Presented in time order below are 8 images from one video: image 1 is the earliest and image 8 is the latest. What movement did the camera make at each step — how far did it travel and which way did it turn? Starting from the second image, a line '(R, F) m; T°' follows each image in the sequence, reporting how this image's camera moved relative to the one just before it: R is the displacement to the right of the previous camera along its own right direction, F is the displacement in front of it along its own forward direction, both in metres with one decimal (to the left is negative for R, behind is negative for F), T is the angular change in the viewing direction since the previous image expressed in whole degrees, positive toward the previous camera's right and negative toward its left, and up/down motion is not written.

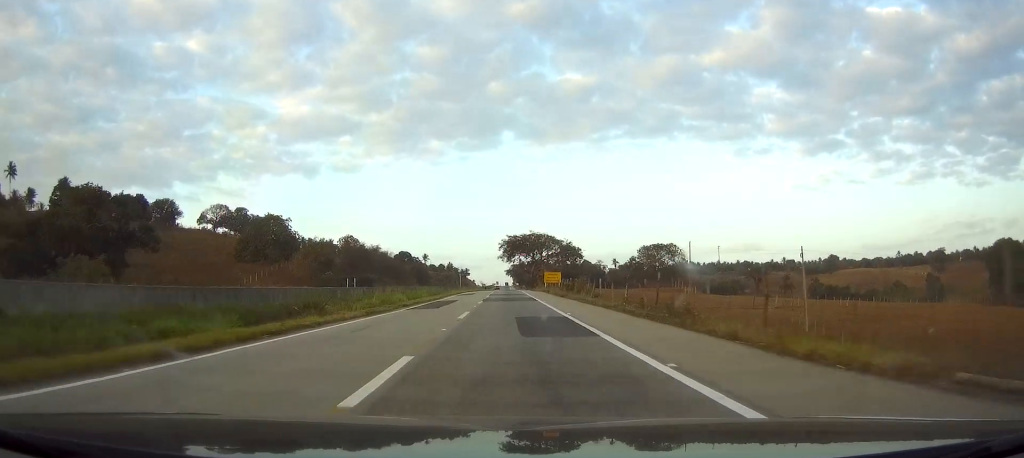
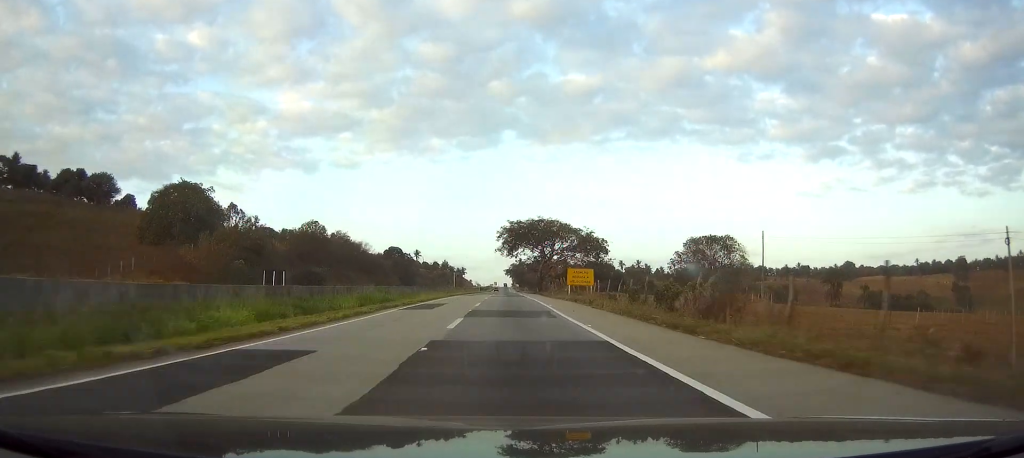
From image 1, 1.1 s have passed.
(0.0, +37.2) m; 0°
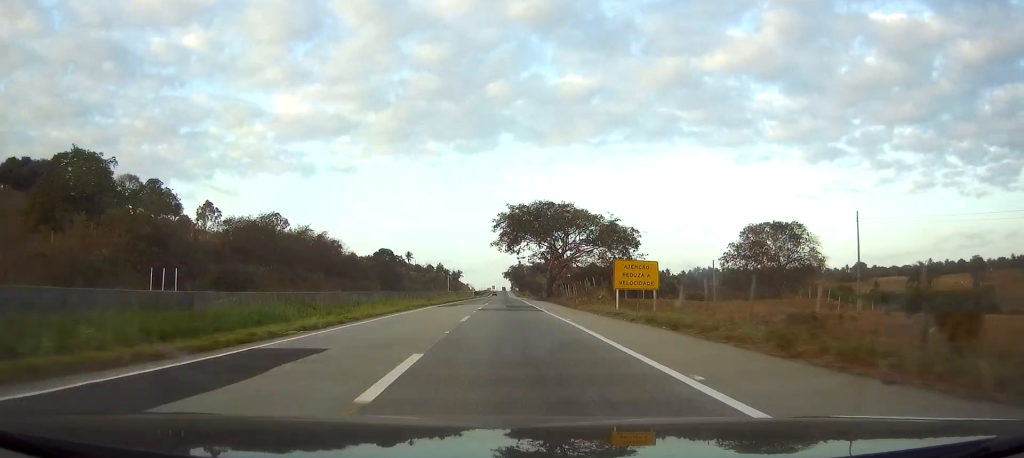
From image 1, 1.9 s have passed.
(-0.1, +26.9) m; 0°
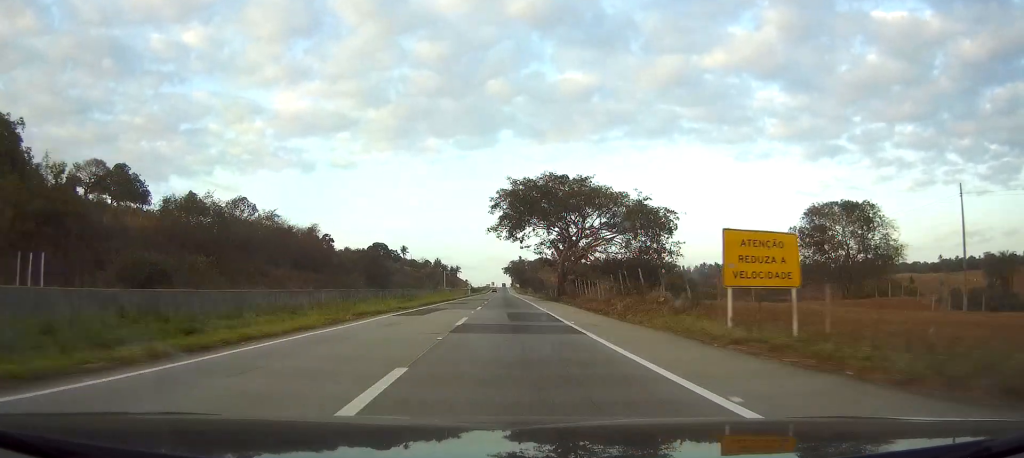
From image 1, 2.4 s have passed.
(0.0, +17.9) m; 0°
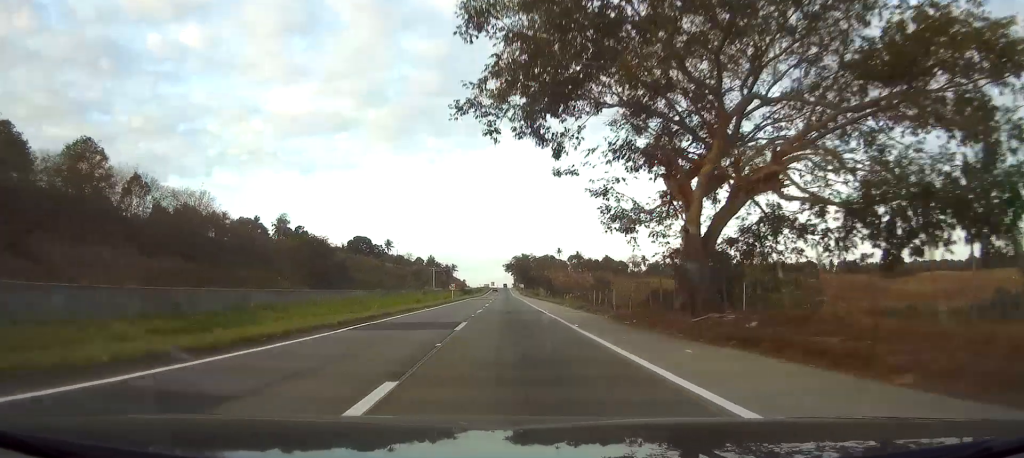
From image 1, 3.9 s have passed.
(+0.1, +49.2) m; 0°
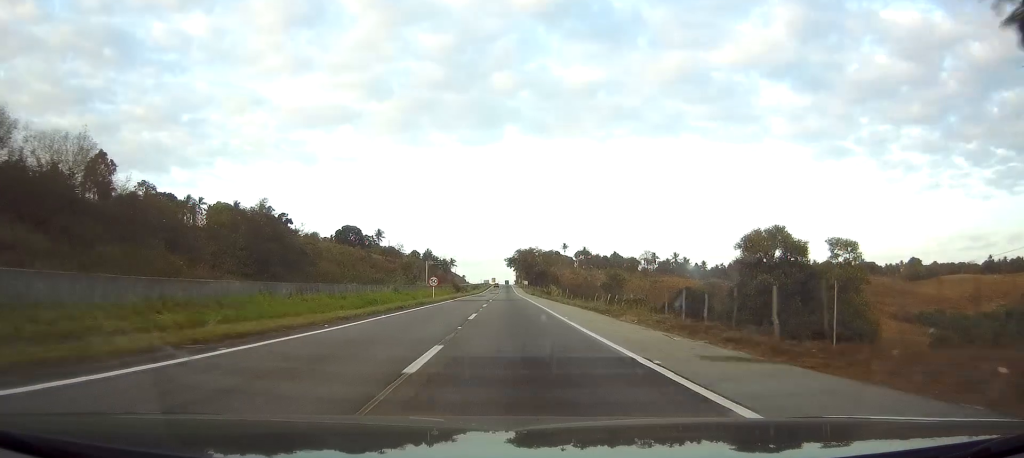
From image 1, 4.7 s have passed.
(0.0, +26.9) m; 0°
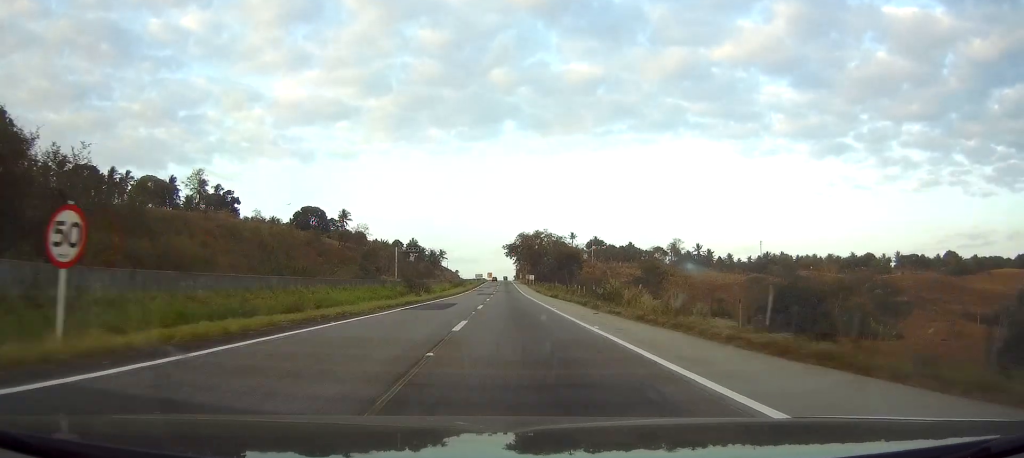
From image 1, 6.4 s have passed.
(0.0, +57.1) m; 0°
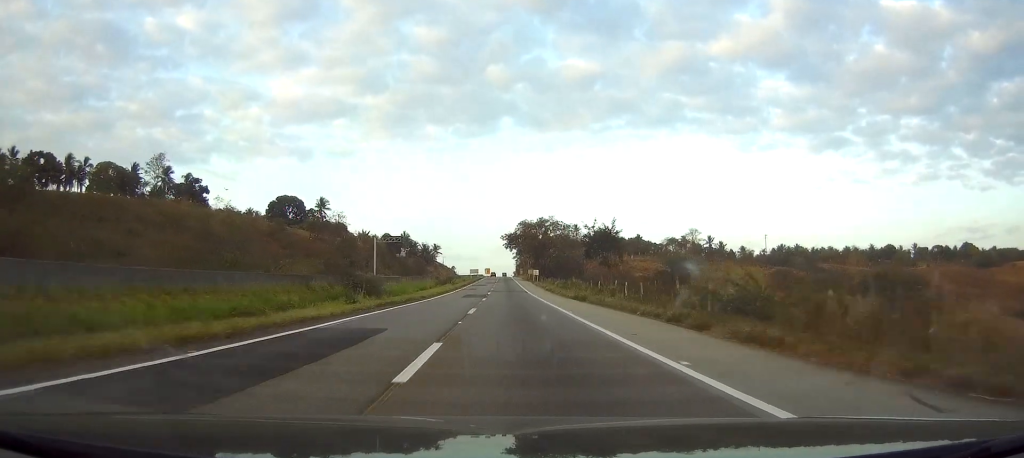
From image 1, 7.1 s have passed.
(-0.2, +24.7) m; 0°
